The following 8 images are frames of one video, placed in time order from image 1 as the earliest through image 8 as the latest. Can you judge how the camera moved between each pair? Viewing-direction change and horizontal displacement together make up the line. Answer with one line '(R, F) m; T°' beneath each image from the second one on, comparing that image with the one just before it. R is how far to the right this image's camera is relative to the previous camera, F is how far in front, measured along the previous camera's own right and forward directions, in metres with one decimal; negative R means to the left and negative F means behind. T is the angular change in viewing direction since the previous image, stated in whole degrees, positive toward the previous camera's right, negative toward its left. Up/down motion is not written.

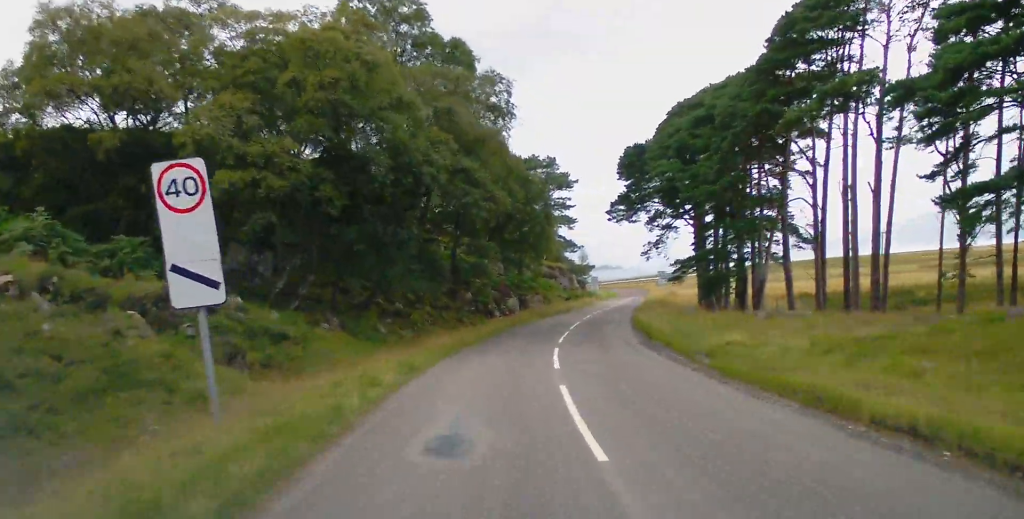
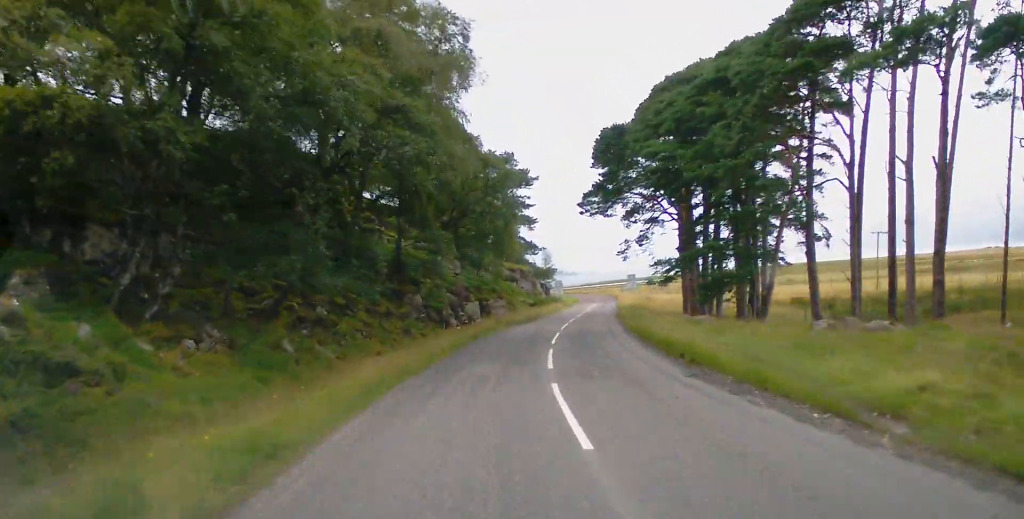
(+0.3, +8.7) m; +4°
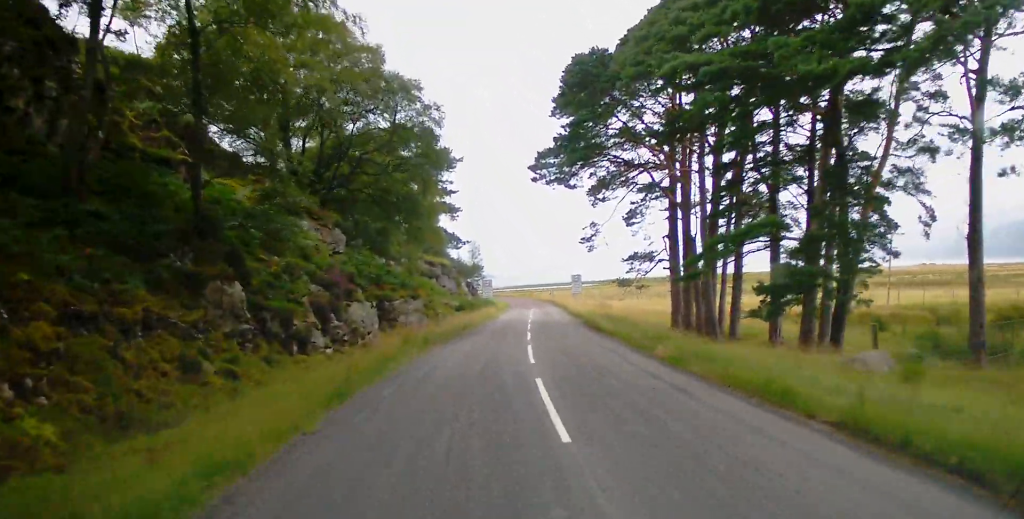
(+1.1, +17.3) m; +5°
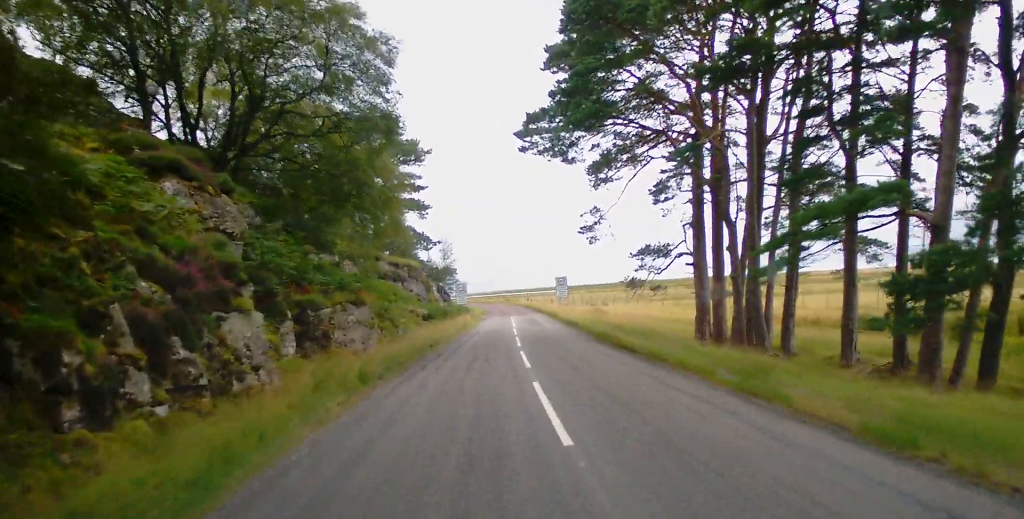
(+0.2, +9.1) m; +1°
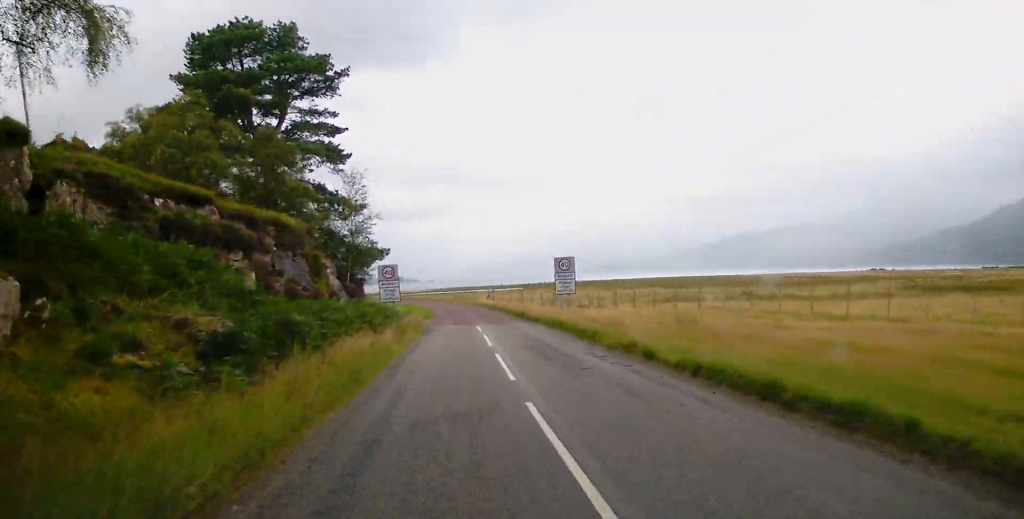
(+0.1, +29.9) m; +2°
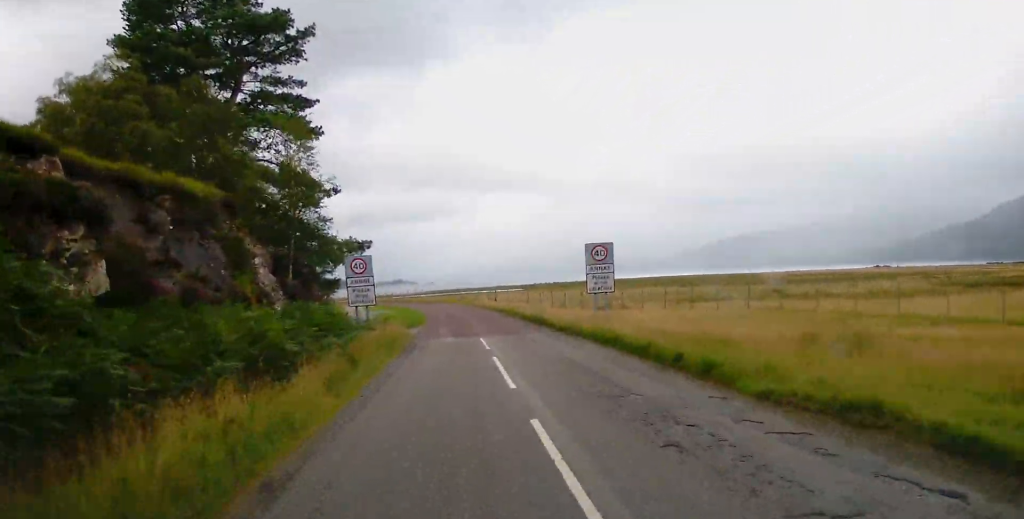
(+0.2, +10.8) m; +1°
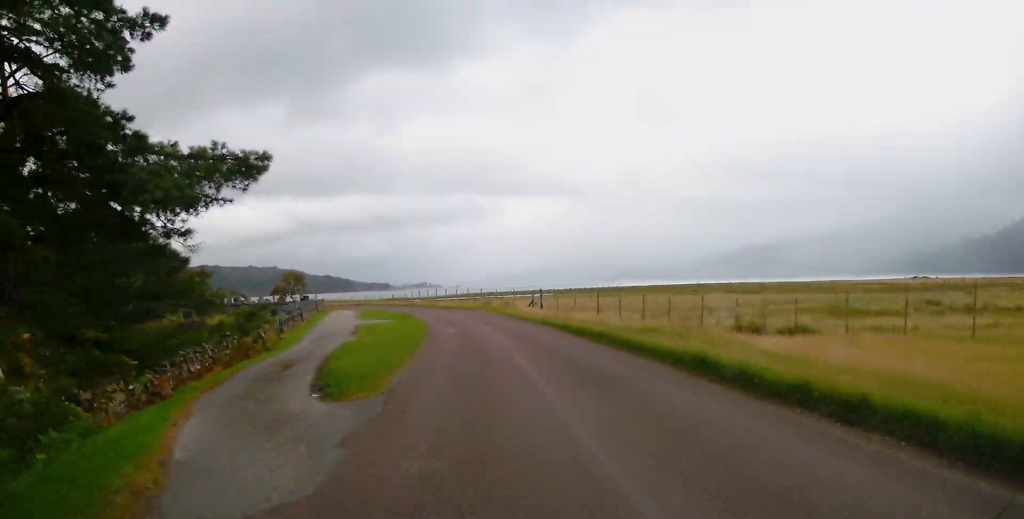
(+0.2, +30.9) m; -1°
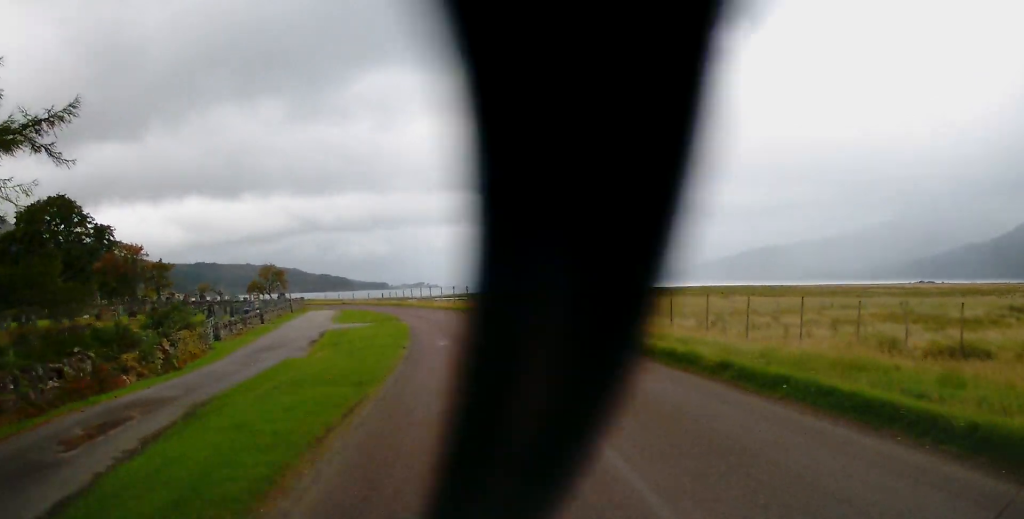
(-0.3, +12.6) m; 0°
